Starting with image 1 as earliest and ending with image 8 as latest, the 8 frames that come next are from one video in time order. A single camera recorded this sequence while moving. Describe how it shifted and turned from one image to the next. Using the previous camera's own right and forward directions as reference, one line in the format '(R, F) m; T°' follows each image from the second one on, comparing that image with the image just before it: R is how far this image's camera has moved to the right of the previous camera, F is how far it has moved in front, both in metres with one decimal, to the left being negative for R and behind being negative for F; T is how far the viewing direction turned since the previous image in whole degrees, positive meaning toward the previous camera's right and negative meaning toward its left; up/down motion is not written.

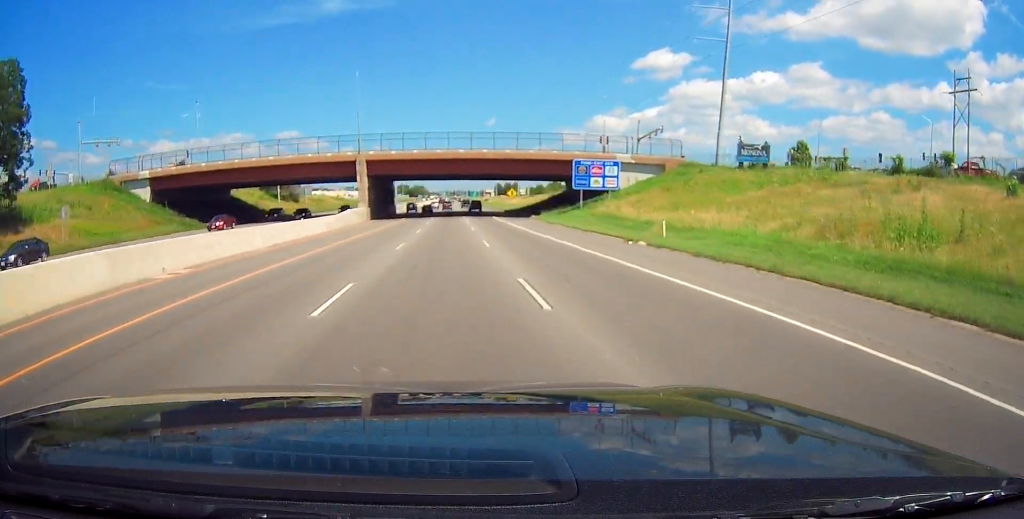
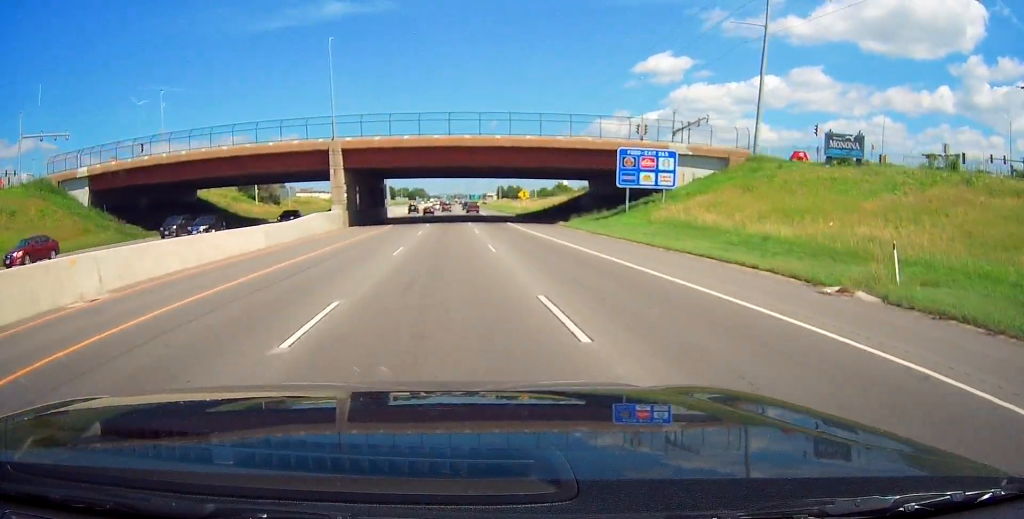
(0.0, +17.5) m; -1°
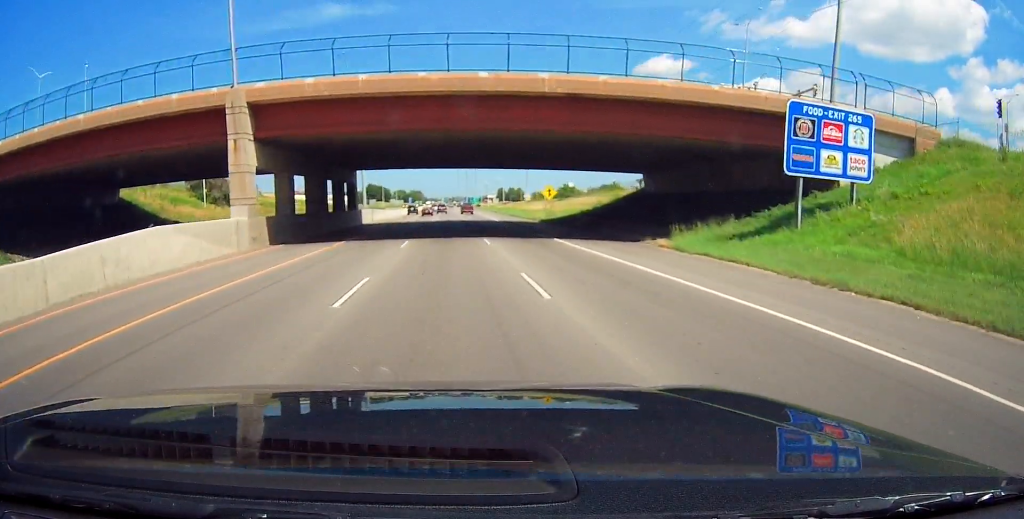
(-0.3, +26.6) m; 0°
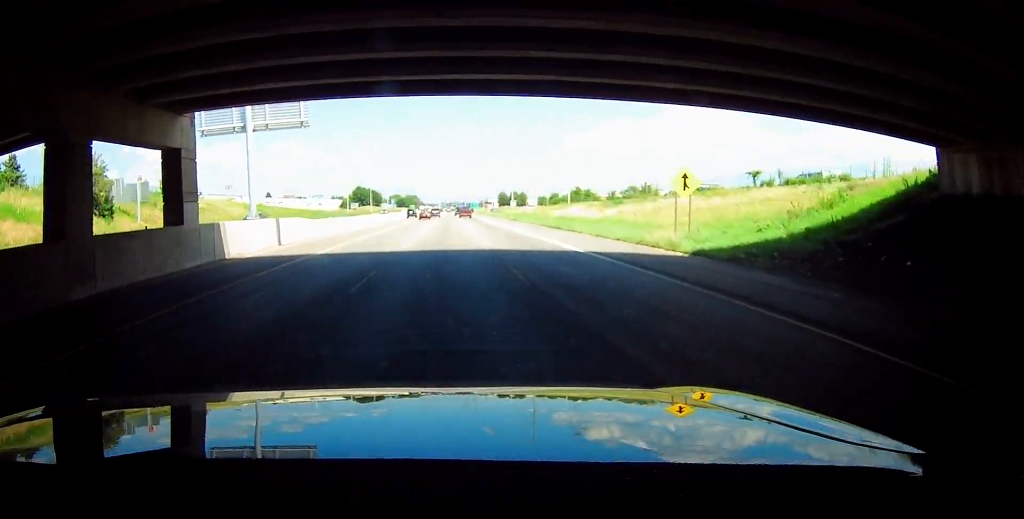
(+0.3, +43.2) m; +1°
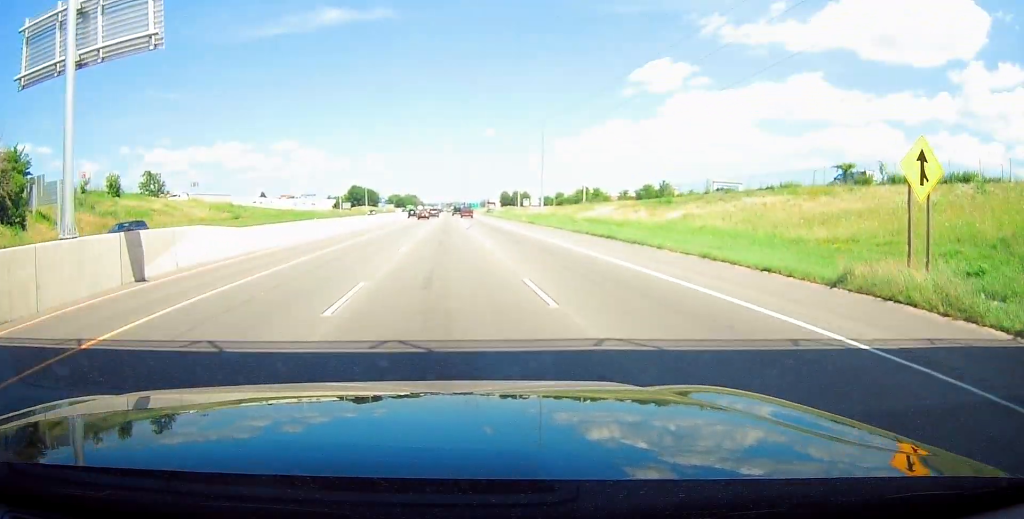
(0.0, +17.5) m; -1°
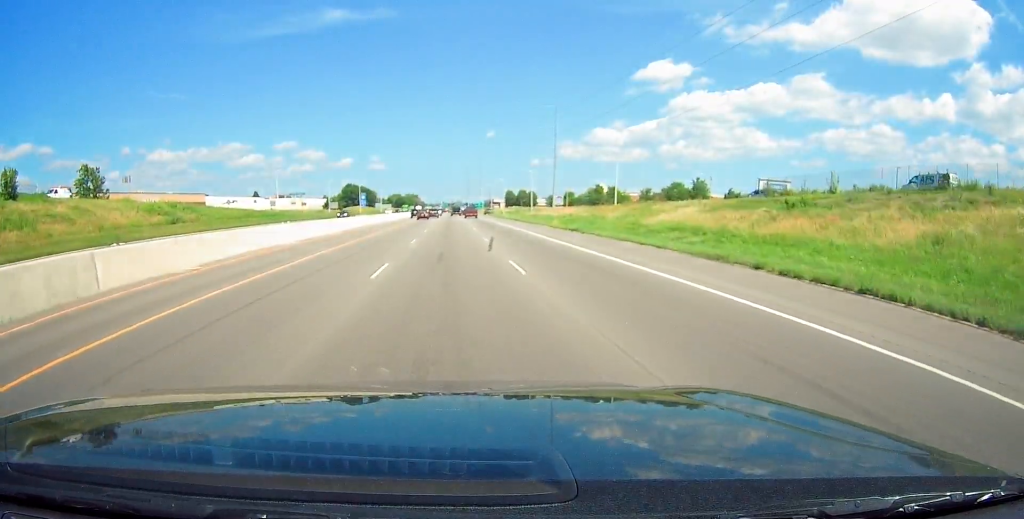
(-0.2, +25.0) m; 0°
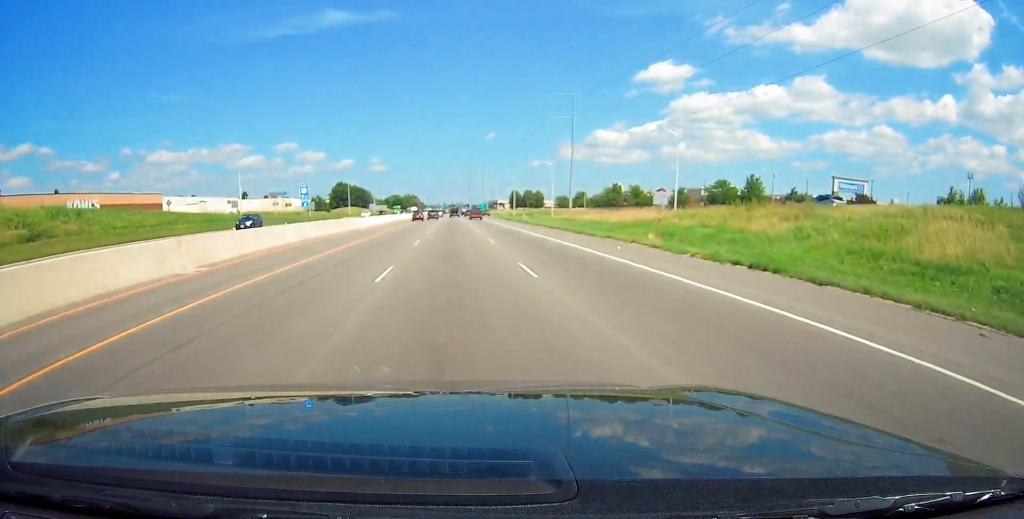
(-0.1, +30.5) m; 0°
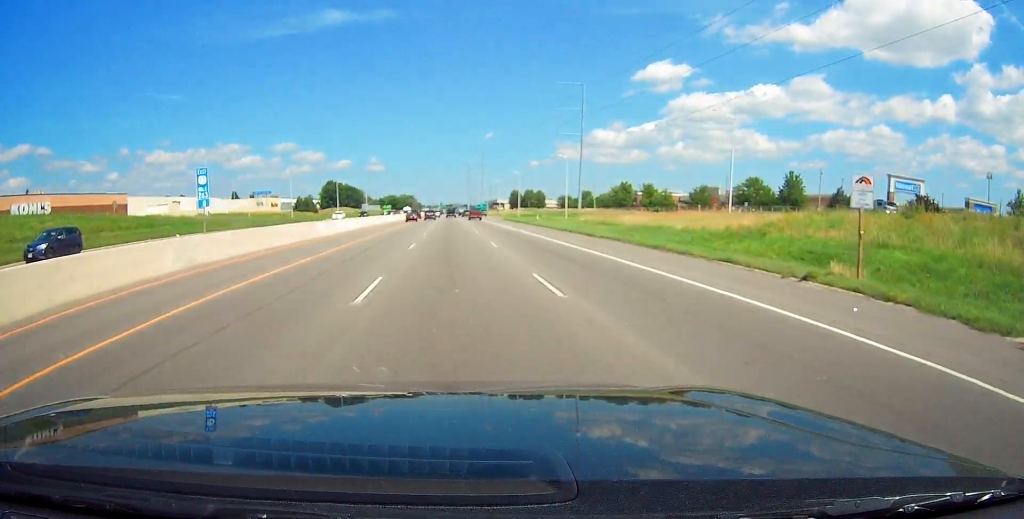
(+0.2, +18.0) m; +1°
